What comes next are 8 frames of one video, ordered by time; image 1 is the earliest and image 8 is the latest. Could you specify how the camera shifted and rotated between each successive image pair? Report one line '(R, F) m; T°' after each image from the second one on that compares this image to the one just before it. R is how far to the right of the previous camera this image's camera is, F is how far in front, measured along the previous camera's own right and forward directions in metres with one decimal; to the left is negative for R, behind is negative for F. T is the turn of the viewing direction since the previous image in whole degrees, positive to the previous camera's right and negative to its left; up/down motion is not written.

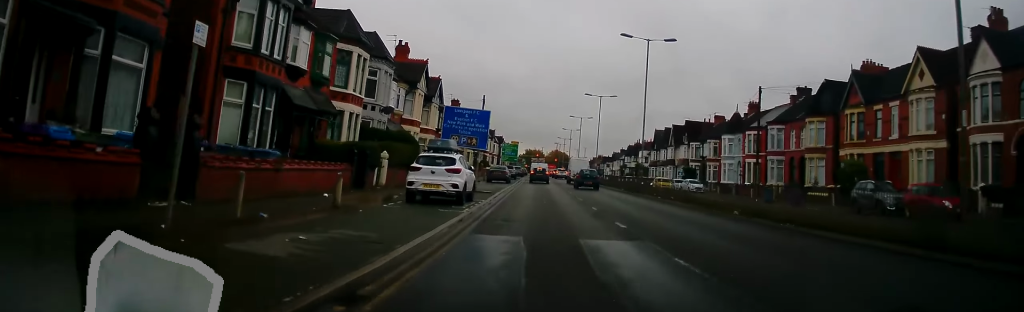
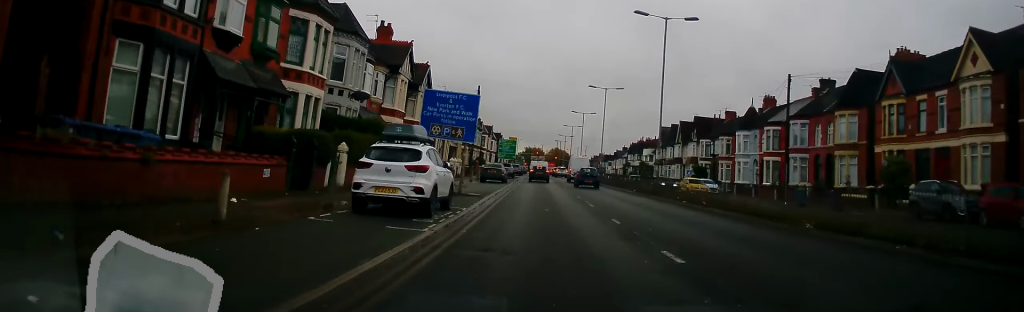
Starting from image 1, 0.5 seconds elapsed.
(+0.1, +5.6) m; +1°
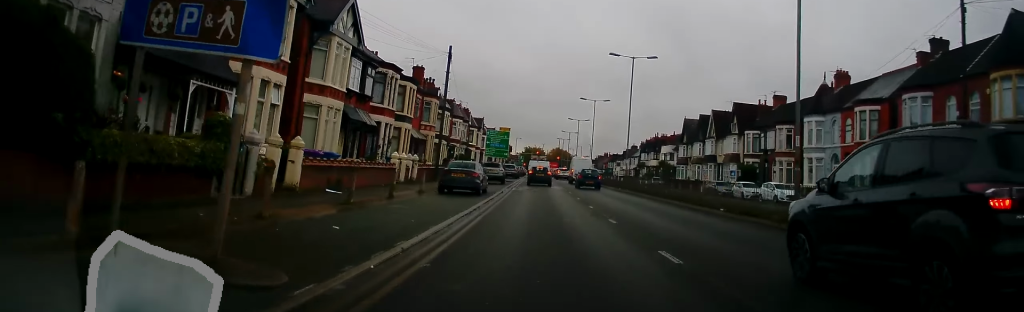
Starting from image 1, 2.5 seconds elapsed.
(-0.4, +18.9) m; +1°
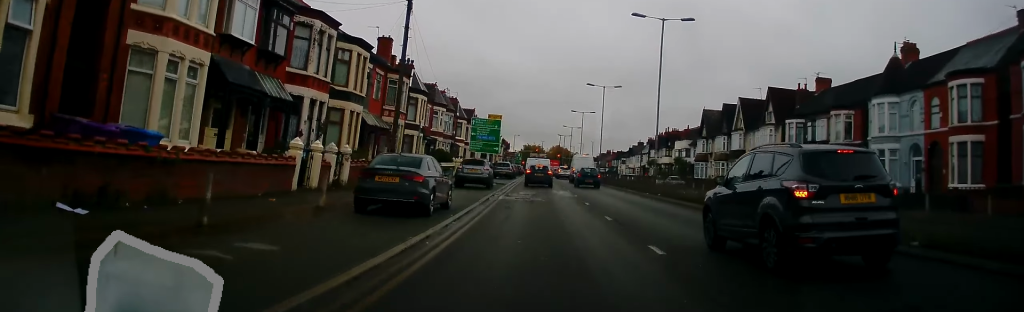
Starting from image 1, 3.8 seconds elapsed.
(+0.5, +12.0) m; 0°
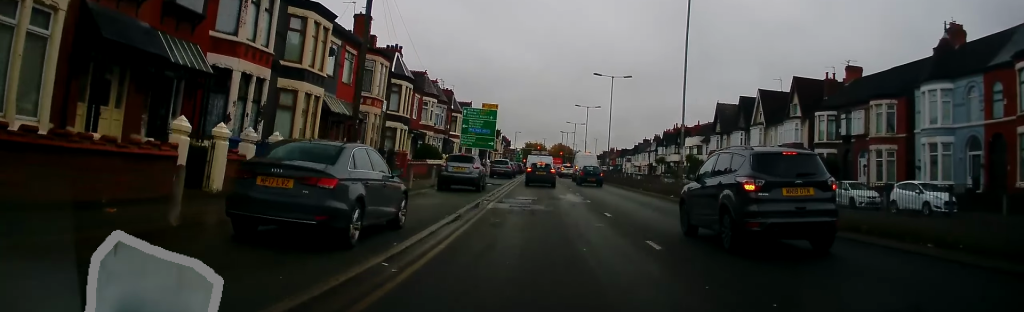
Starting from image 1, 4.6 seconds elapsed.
(-0.4, +6.1) m; -2°
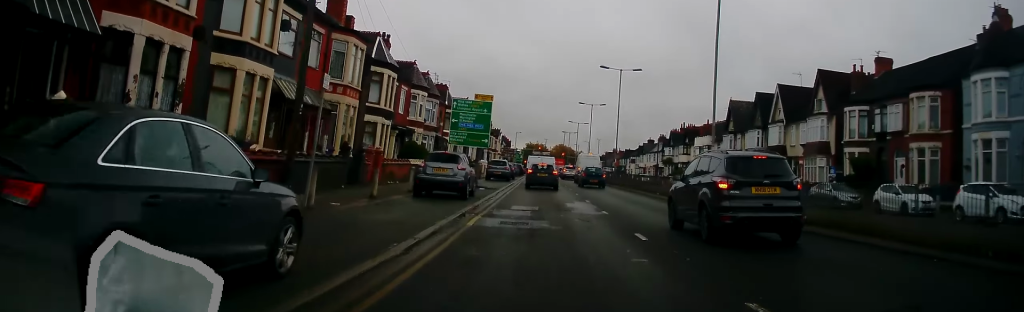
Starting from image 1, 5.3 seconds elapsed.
(+0.1, +4.9) m; +1°
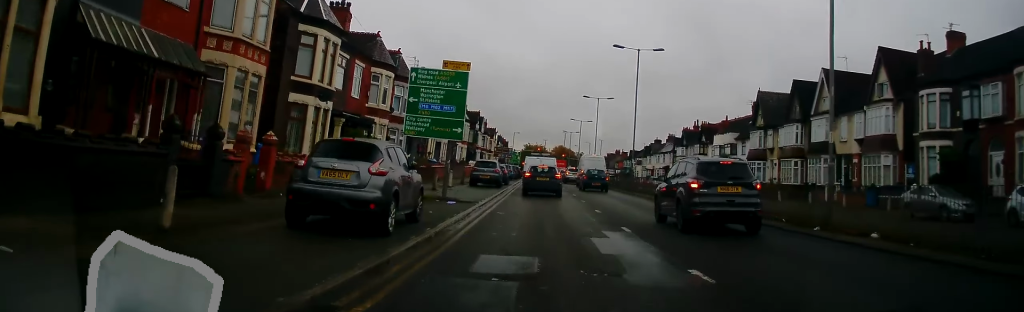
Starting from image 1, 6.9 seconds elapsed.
(+0.1, +10.4) m; 0°
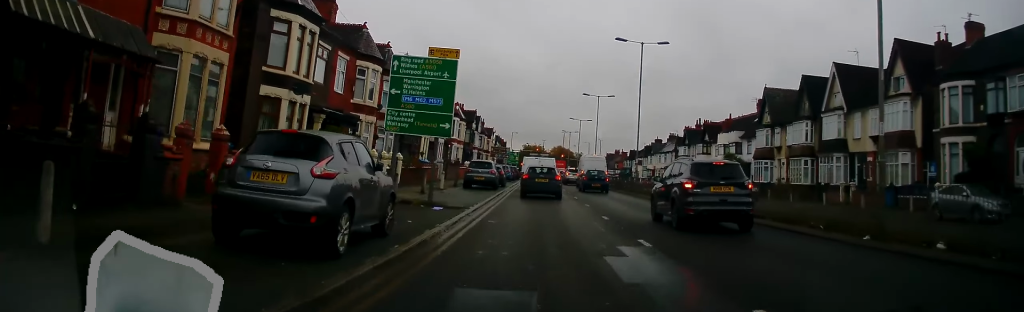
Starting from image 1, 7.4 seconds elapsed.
(0.0, +2.5) m; 0°
